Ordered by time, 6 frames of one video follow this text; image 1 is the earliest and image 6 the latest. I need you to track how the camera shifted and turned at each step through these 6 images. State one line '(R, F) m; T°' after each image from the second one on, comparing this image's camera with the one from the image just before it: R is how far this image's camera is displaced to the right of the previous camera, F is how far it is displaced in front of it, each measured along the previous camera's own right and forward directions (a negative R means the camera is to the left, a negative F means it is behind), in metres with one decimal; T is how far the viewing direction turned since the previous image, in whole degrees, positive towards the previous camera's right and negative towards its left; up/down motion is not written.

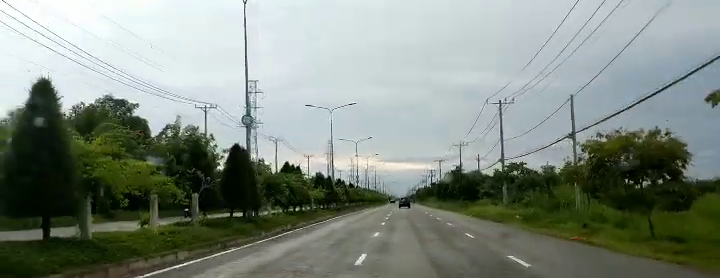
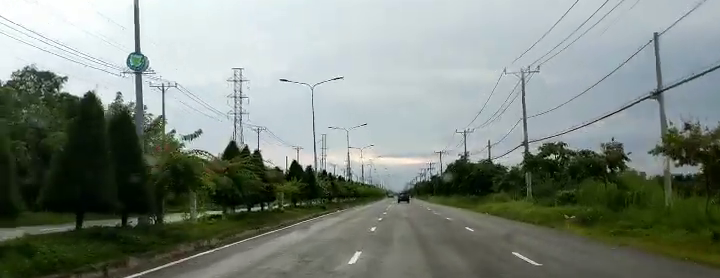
(0.0, +12.1) m; +1°
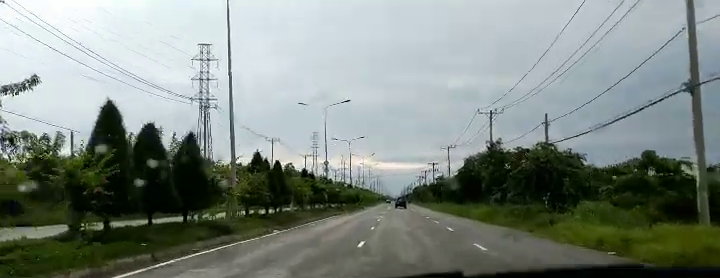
(+0.1, +27.8) m; 0°
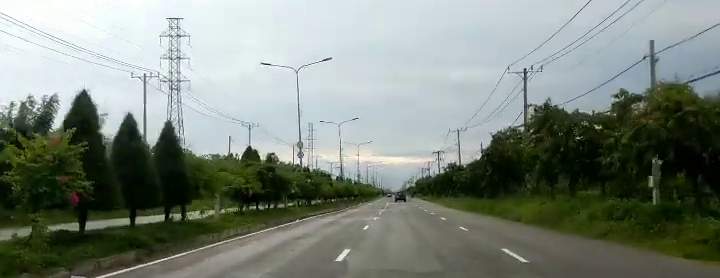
(+0.2, +18.4) m; 0°
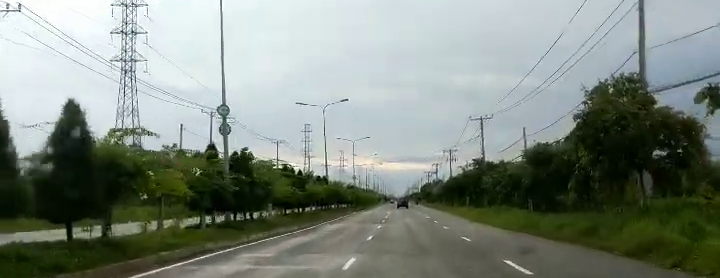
(-0.3, +23.2) m; +1°
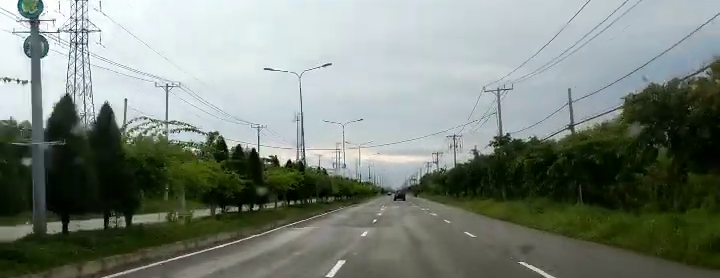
(+0.4, +14.5) m; +2°
